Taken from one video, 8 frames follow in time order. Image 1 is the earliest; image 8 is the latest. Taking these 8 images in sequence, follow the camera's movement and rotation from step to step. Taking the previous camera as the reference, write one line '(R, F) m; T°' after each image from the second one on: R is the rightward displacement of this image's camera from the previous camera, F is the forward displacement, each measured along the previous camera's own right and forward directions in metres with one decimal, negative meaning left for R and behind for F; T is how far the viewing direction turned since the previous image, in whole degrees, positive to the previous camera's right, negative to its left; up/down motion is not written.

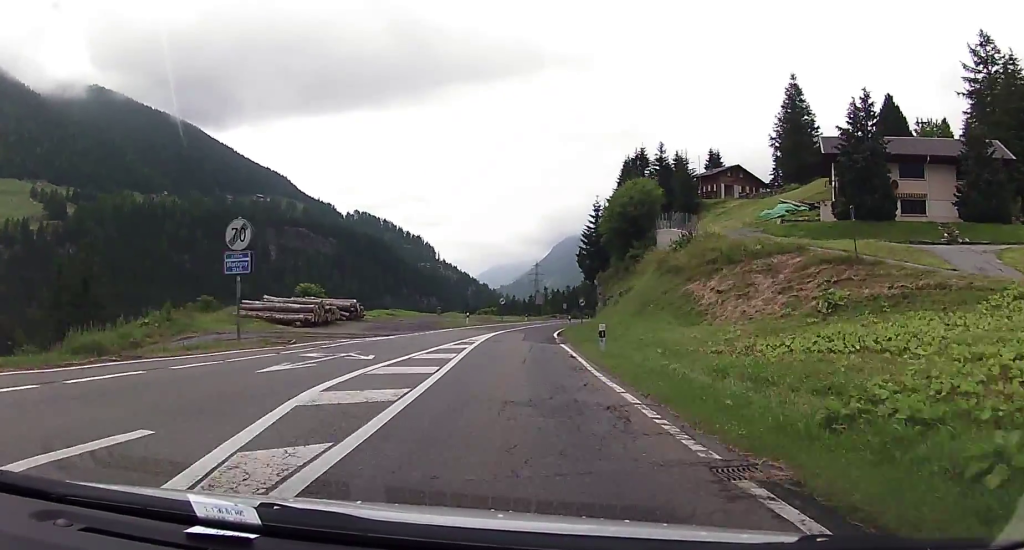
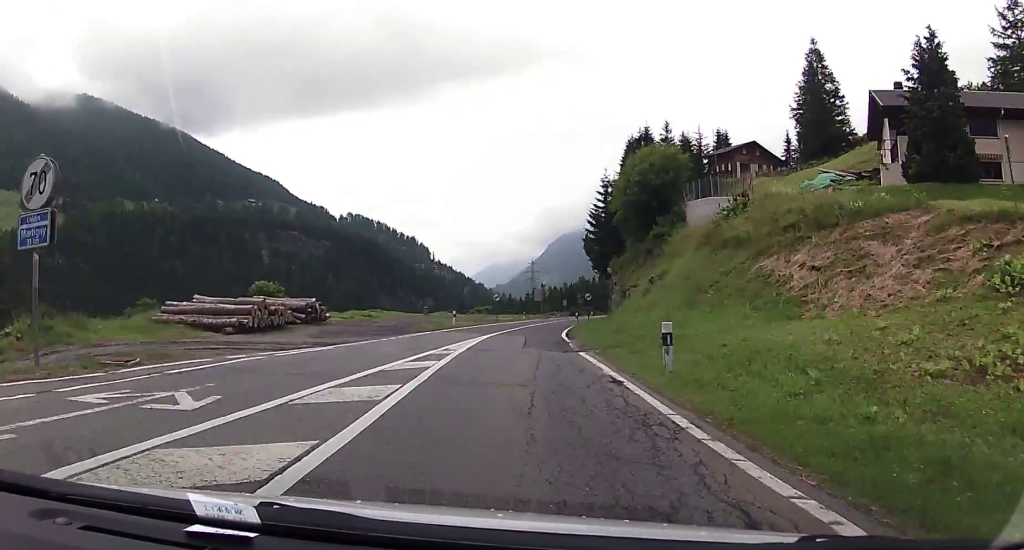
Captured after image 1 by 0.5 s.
(0.0, +10.1) m; 0°
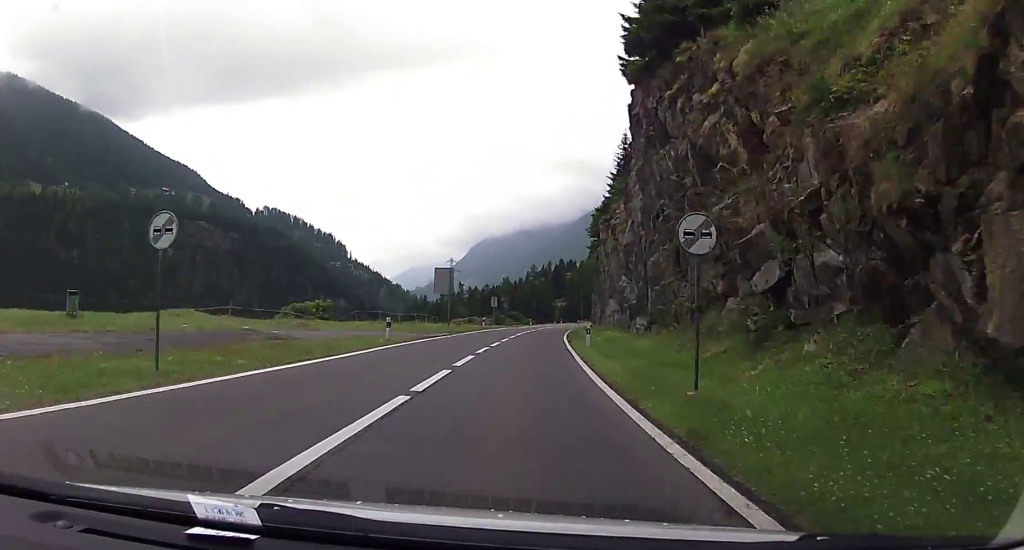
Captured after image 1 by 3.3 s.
(+2.9, +56.8) m; +7°
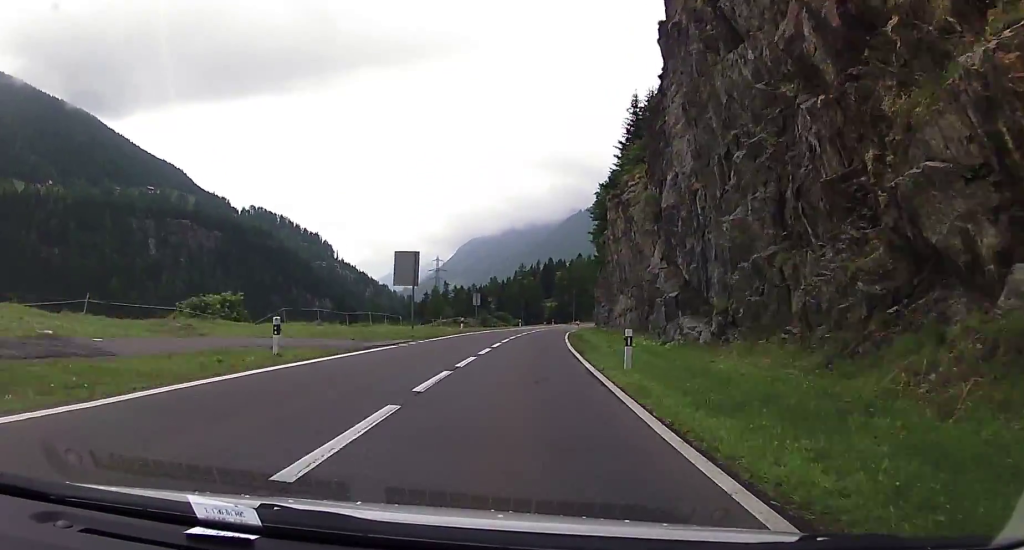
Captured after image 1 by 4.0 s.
(+0.3, +12.8) m; +1°
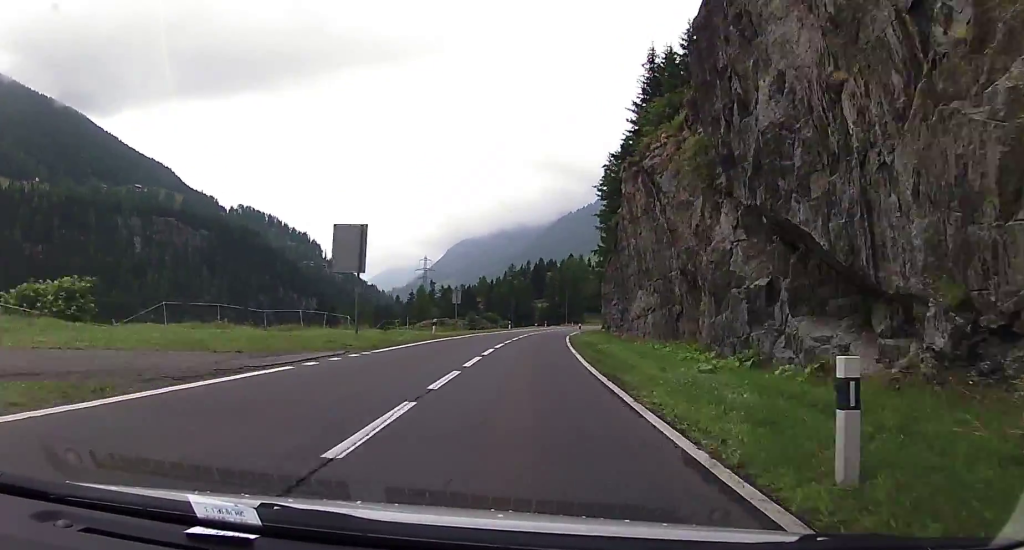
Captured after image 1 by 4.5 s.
(+0.2, +11.5) m; +1°
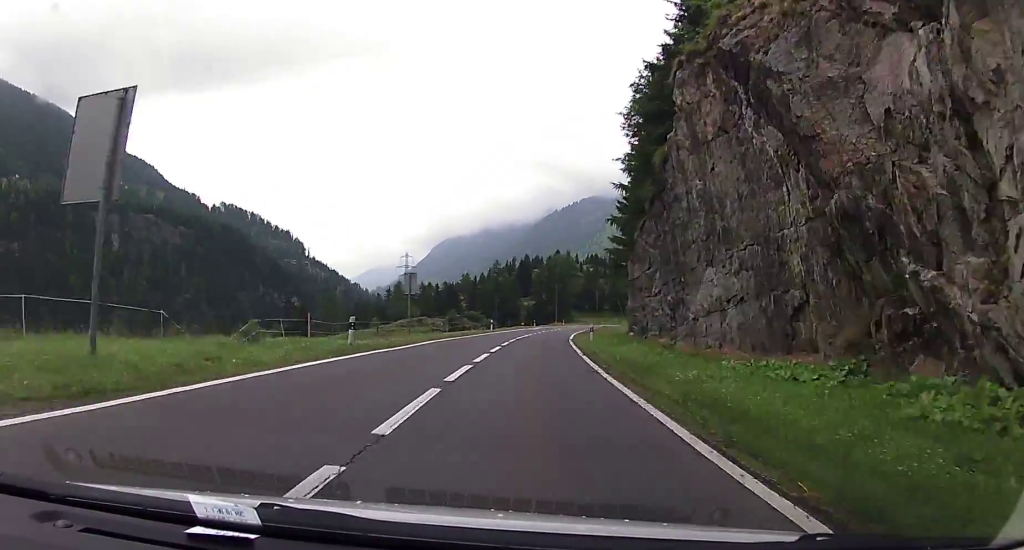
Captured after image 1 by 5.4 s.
(0.0, +16.9) m; +1°
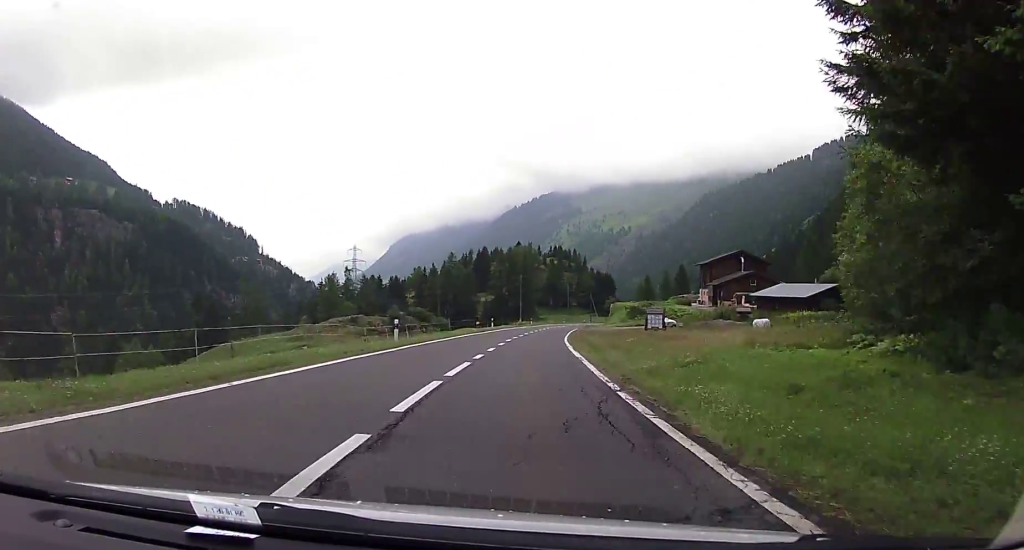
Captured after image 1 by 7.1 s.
(+0.6, +35.2) m; +3°
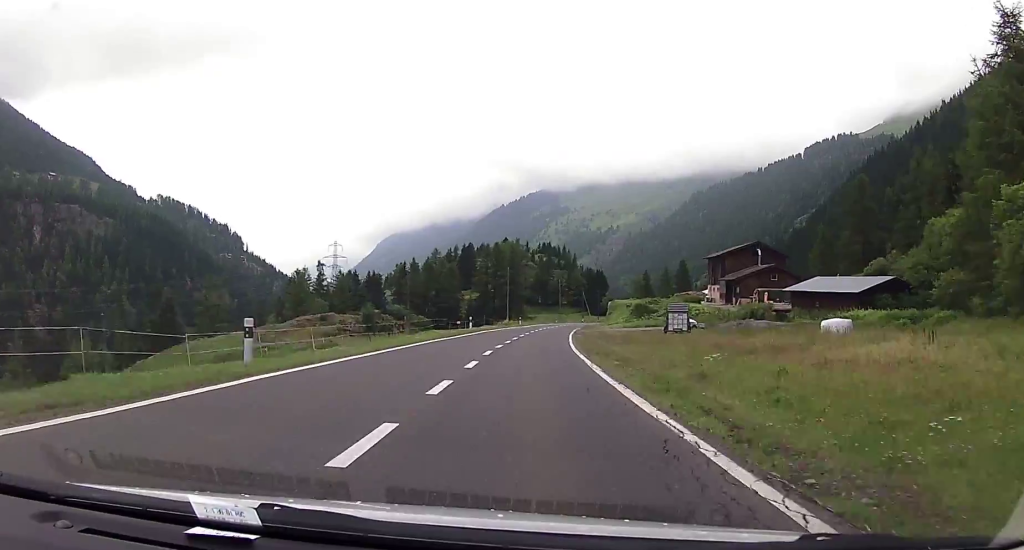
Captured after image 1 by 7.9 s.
(+0.2, +15.7) m; +2°
